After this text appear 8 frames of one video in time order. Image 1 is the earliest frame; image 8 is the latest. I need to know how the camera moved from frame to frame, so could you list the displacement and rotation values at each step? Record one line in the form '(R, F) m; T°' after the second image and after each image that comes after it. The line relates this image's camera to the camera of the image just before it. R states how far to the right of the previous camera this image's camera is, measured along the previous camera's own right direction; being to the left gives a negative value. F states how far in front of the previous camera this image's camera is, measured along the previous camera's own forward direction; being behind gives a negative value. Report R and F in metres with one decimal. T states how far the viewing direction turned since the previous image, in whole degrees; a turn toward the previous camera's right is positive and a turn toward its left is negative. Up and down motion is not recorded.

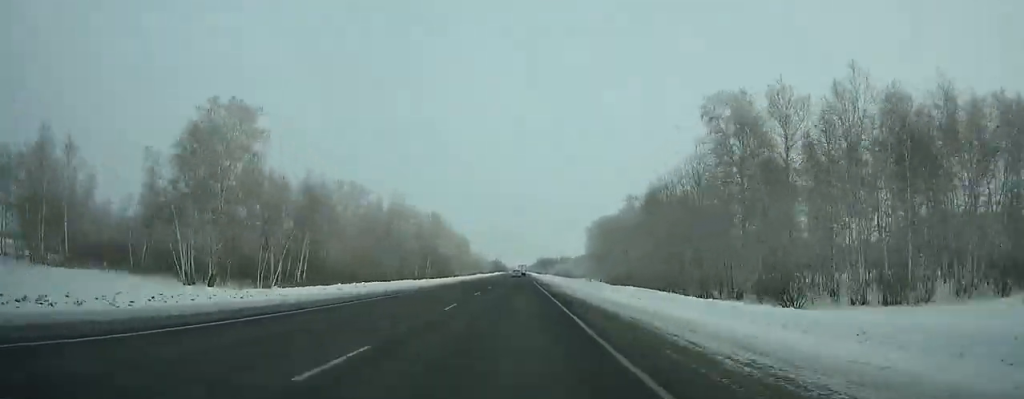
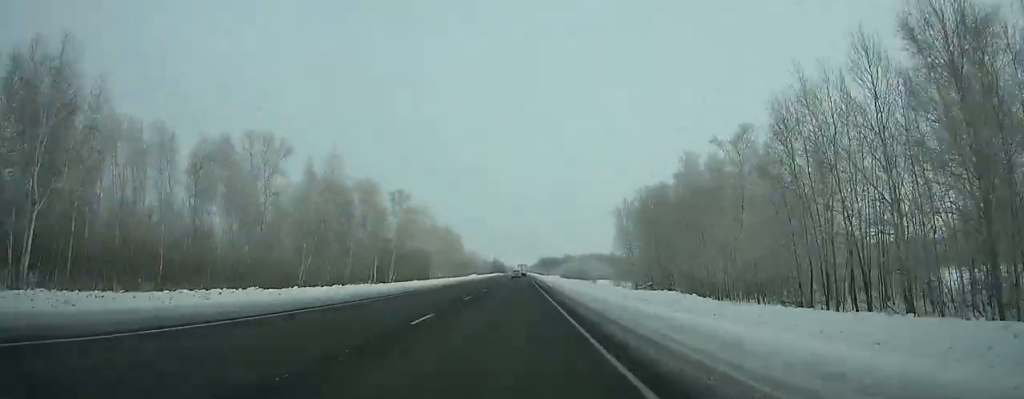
(+0.2, +41.4) m; 0°
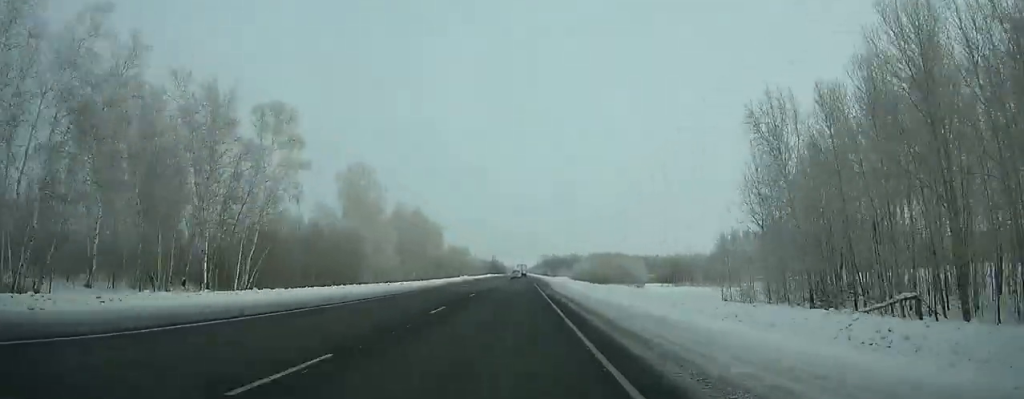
(-0.3, +57.4) m; 0°
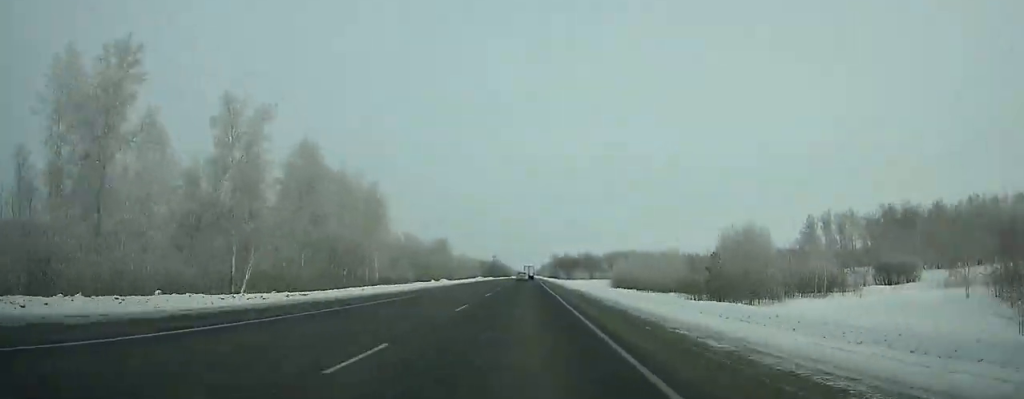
(-0.3, +84.7) m; 0°
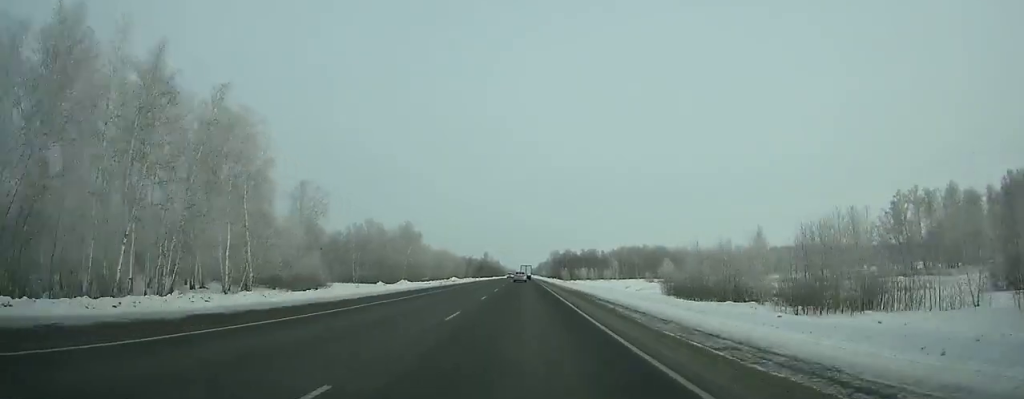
(0.0, +51.7) m; 0°
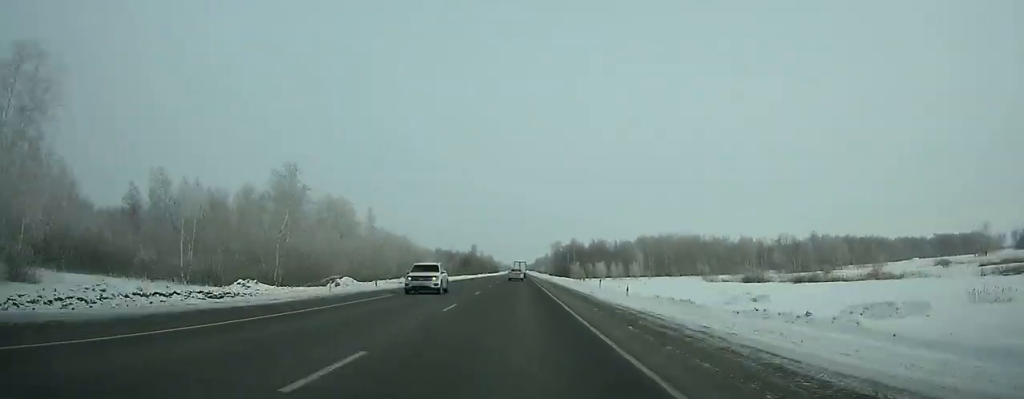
(+0.2, +67.7) m; 0°
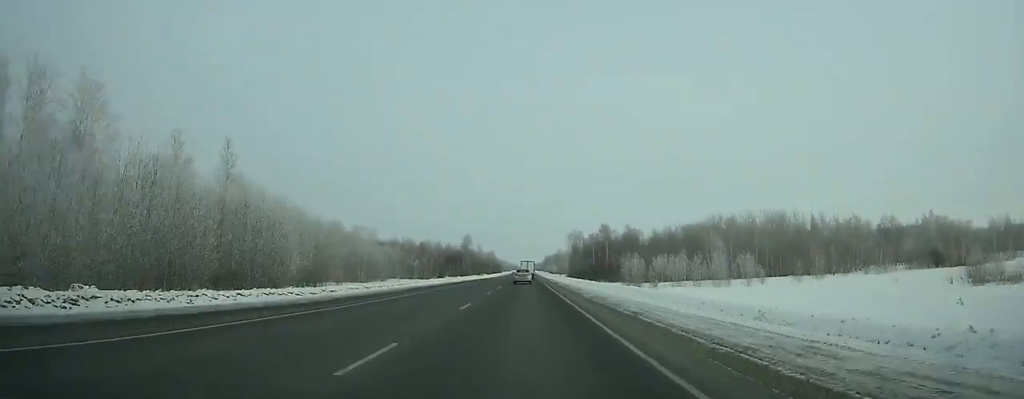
(-0.2, +82.4) m; 0°
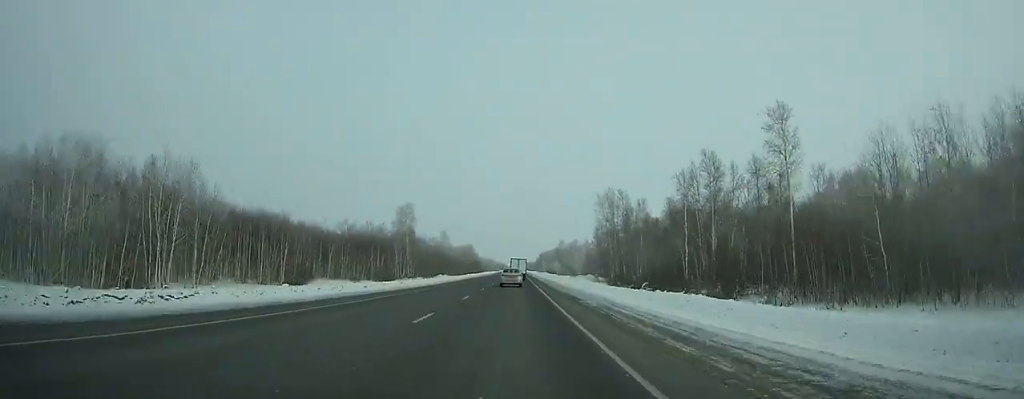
(+0.3, +125.1) m; 0°
